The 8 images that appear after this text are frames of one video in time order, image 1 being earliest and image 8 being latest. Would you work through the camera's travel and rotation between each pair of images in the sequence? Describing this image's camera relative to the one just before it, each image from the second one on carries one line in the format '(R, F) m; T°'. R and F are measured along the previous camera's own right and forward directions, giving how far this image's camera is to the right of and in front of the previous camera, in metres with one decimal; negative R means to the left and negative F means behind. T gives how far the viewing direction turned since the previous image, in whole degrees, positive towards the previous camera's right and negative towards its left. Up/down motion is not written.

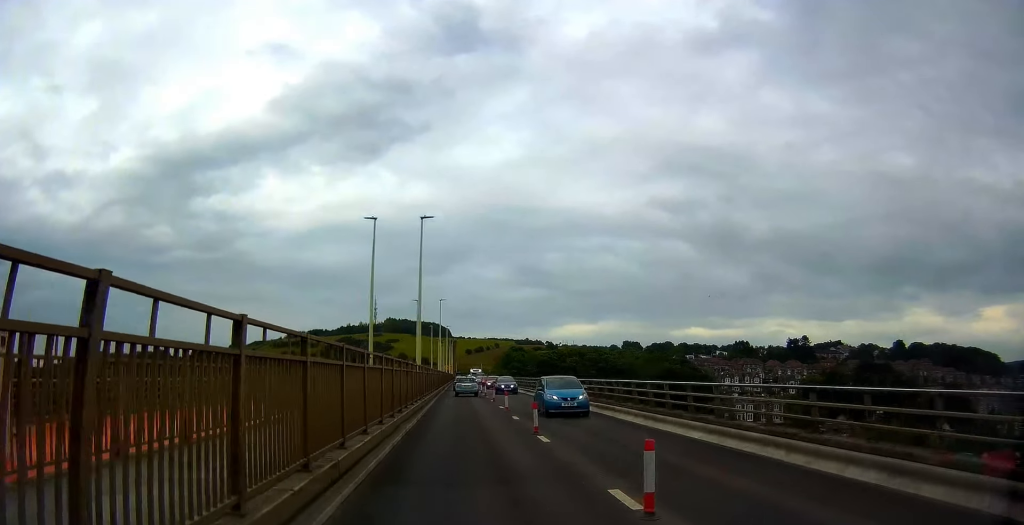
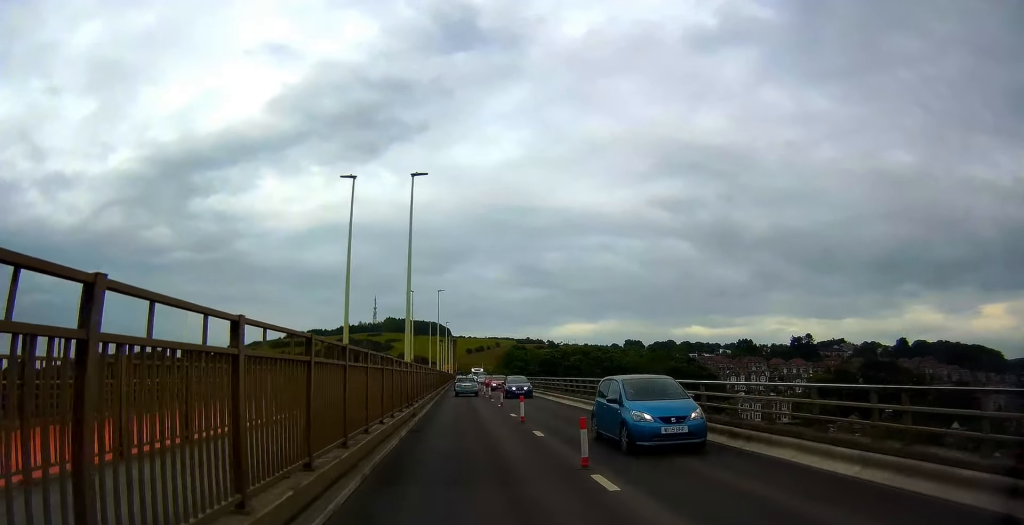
(-0.2, +6.4) m; 0°
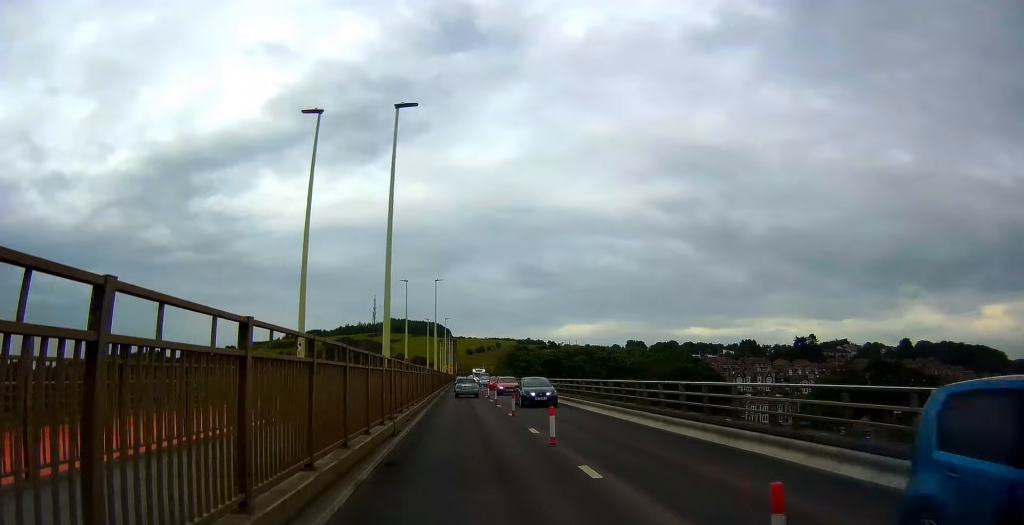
(-0.3, +5.6) m; 0°
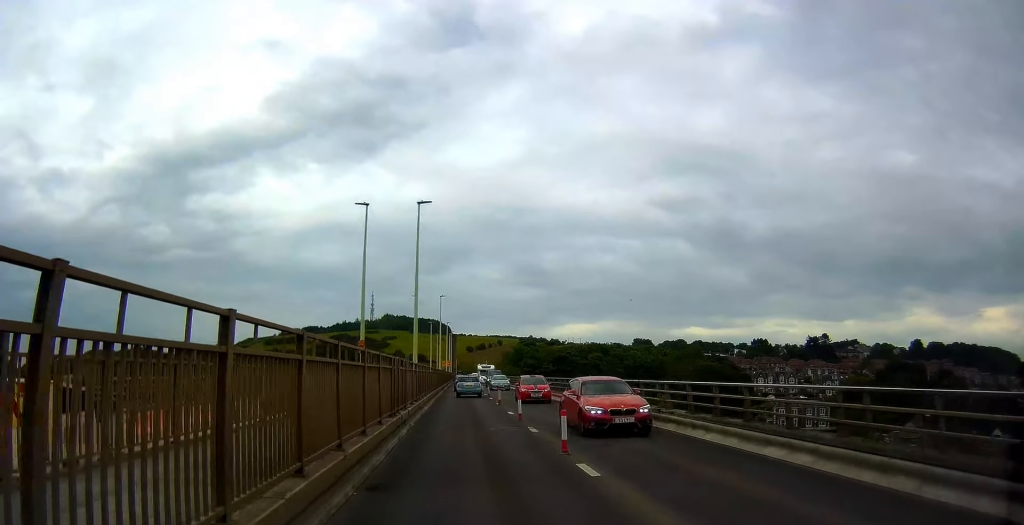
(+0.2, +20.4) m; 0°
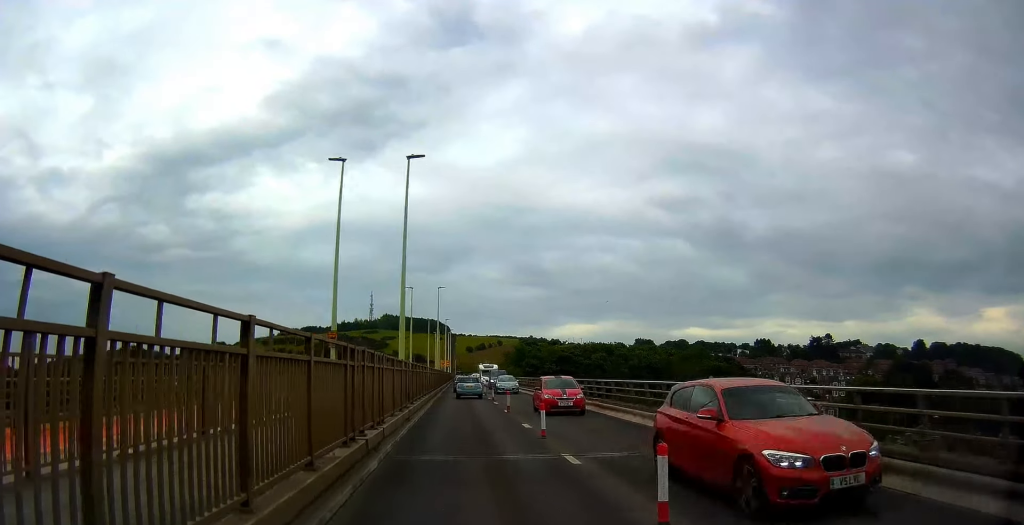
(-0.3, +5.6) m; 0°
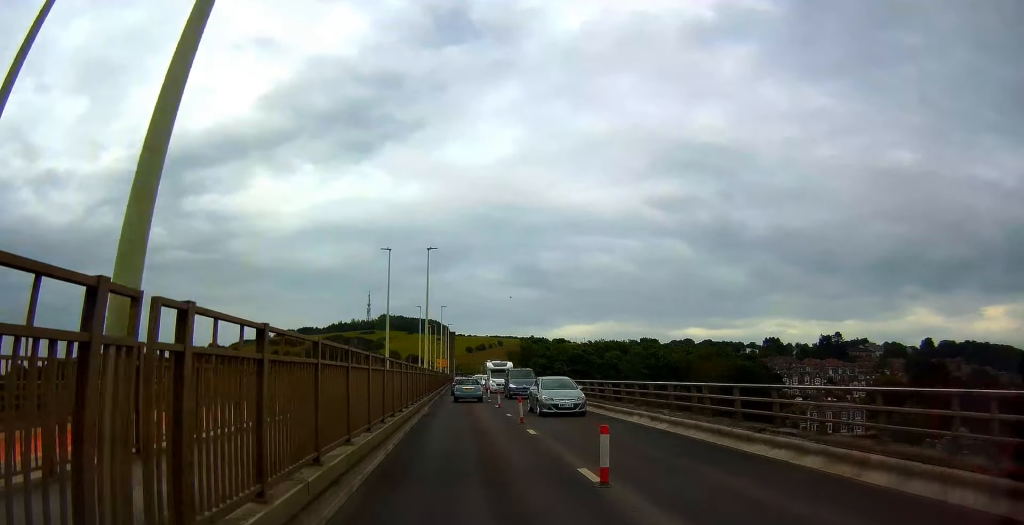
(+0.4, +15.6) m; 0°
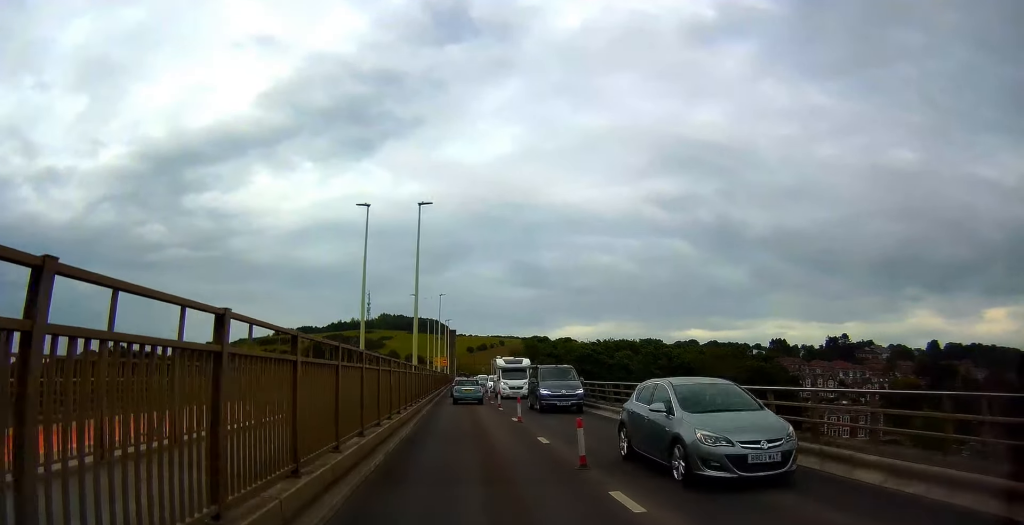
(-0.3, +9.2) m; -1°
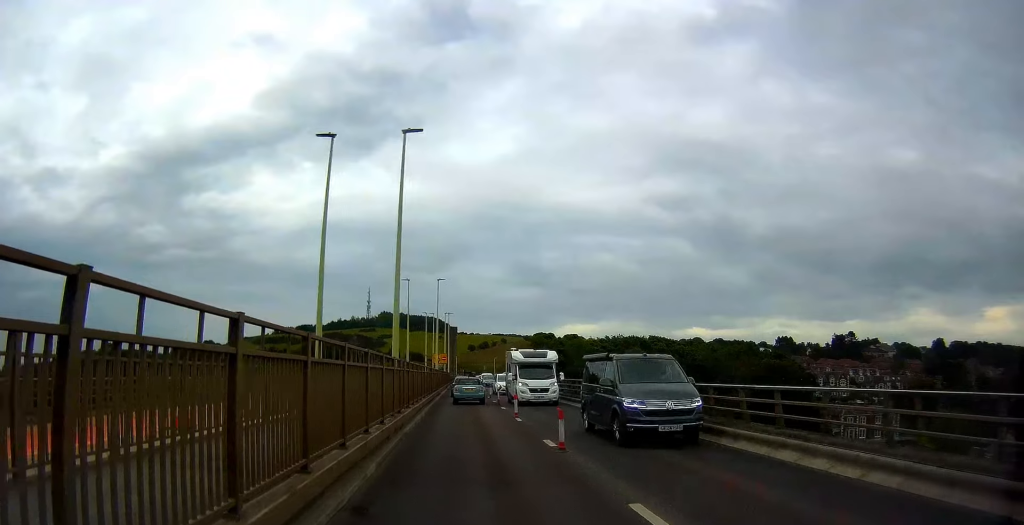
(+0.3, +7.6) m; -1°
